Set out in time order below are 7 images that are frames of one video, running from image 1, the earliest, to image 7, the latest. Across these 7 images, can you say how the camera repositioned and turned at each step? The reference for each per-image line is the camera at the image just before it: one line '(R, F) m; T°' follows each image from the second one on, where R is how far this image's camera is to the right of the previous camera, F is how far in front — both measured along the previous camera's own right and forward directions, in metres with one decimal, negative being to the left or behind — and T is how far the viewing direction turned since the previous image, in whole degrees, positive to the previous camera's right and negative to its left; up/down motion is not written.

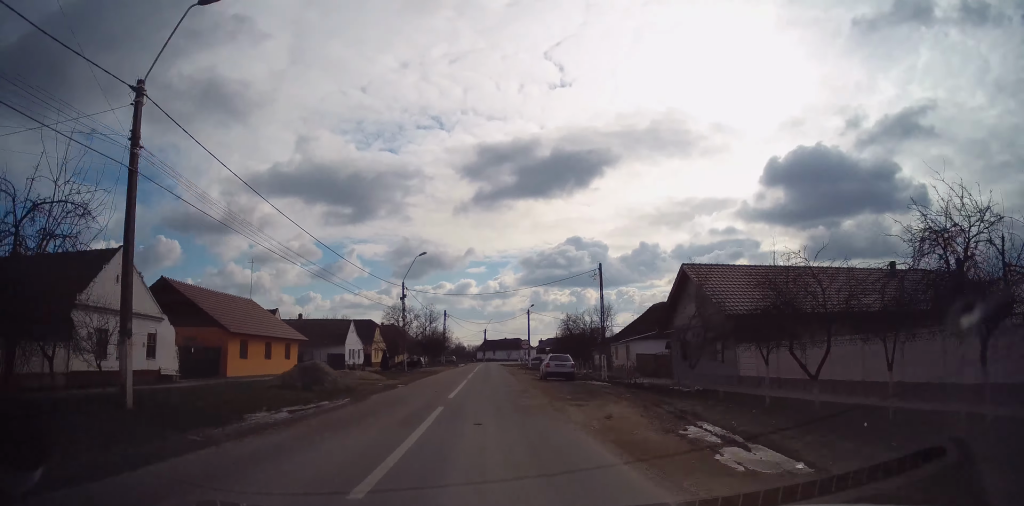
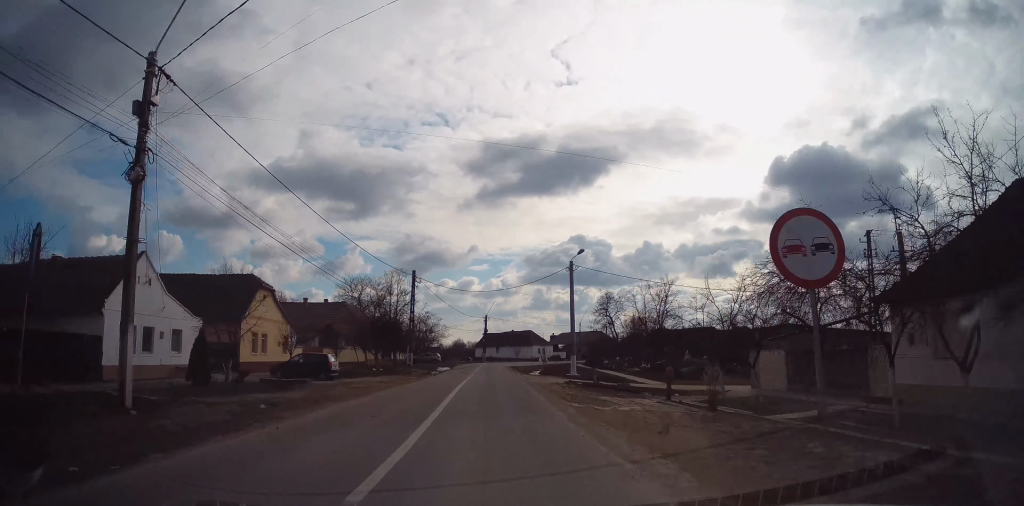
(-0.7, +39.1) m; 0°
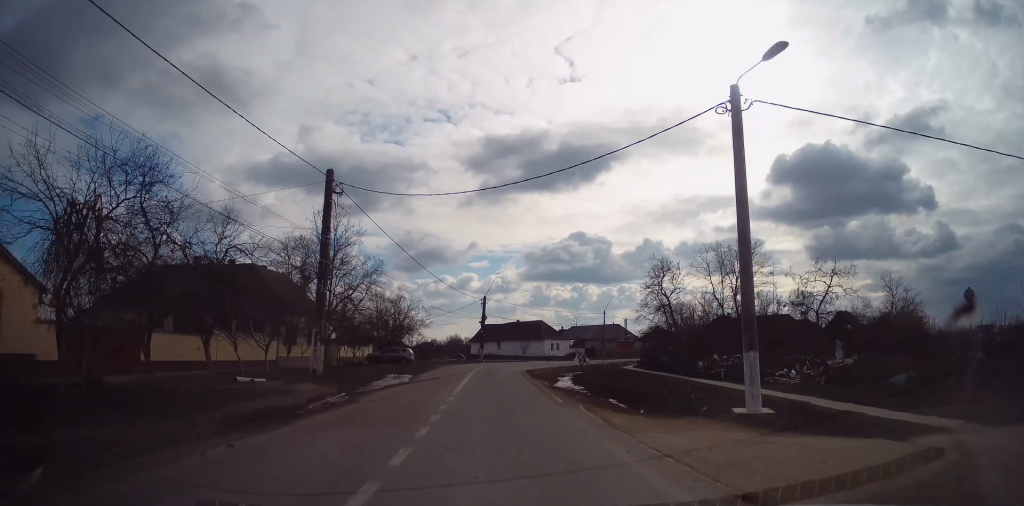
(+0.7, +26.6) m; +1°
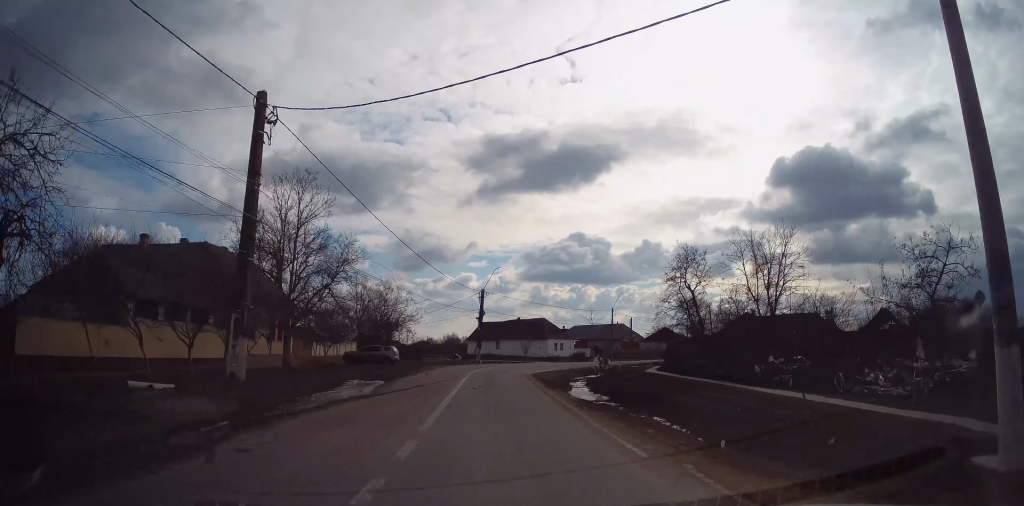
(-0.1, +7.4) m; -1°
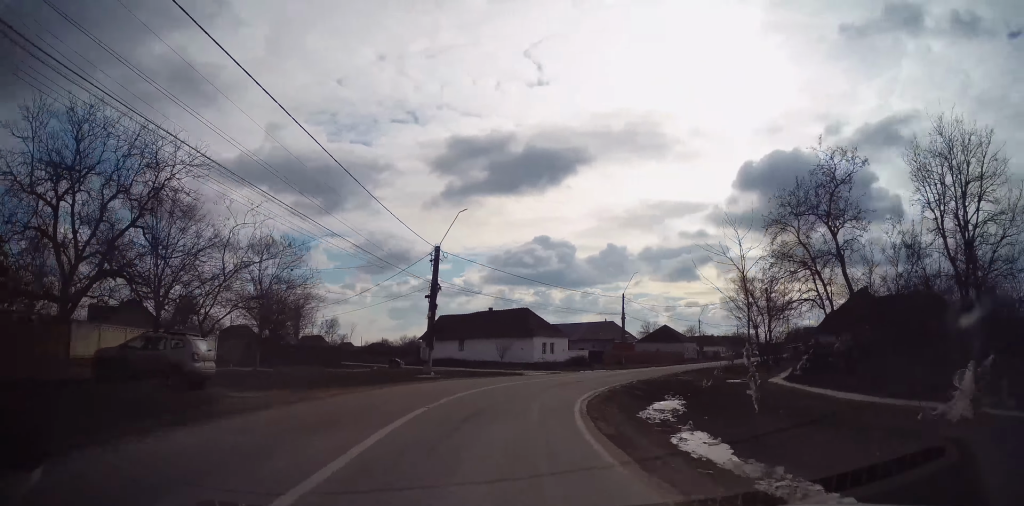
(+0.2, +27.1) m; +4°
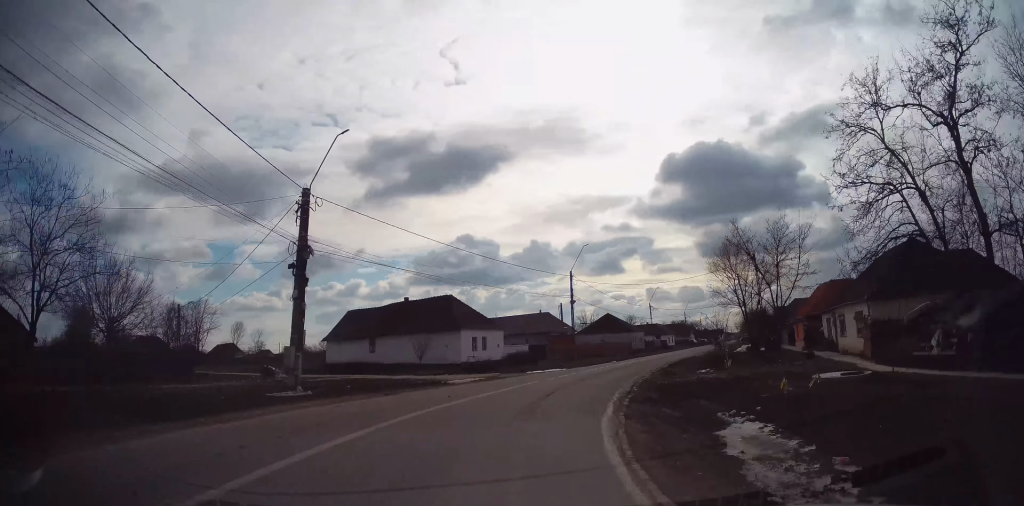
(+0.7, +13.5) m; +8°
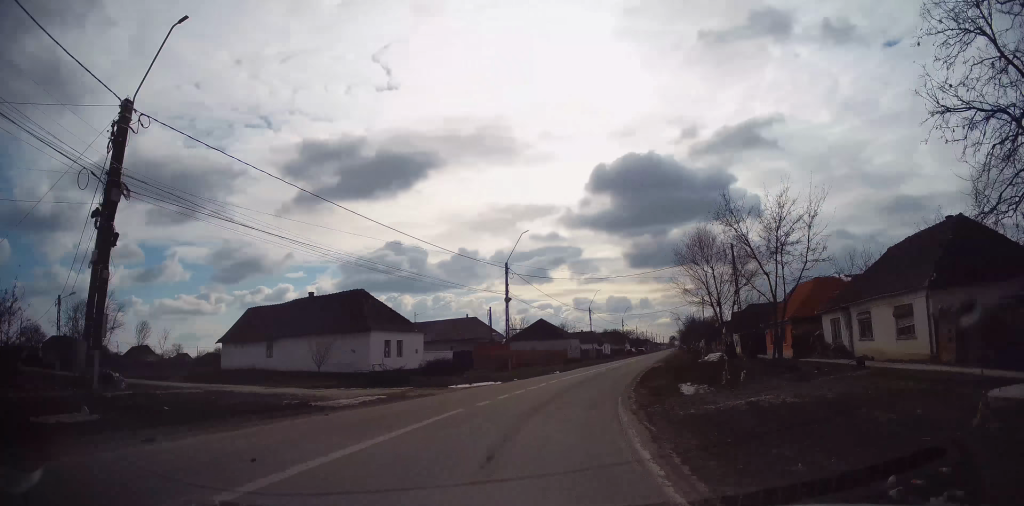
(+0.2, +8.6) m; +6°
